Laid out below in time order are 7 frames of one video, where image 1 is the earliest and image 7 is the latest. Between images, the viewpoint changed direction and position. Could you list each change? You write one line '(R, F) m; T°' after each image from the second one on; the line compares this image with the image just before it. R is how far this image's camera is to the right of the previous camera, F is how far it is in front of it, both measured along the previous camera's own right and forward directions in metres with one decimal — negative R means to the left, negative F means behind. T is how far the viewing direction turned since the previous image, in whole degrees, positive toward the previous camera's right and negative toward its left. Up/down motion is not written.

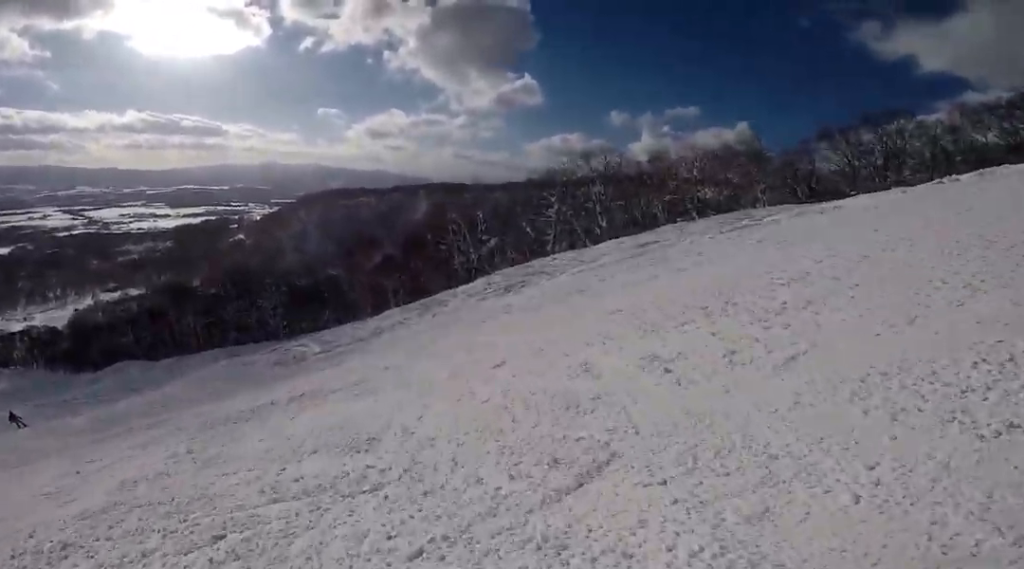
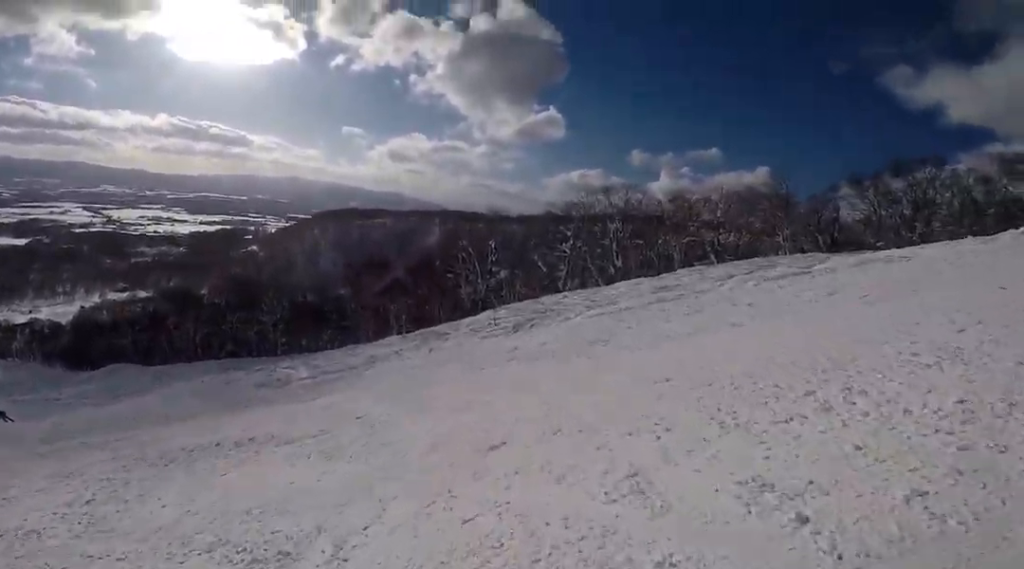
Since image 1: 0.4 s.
(+0.3, +1.8) m; -1°
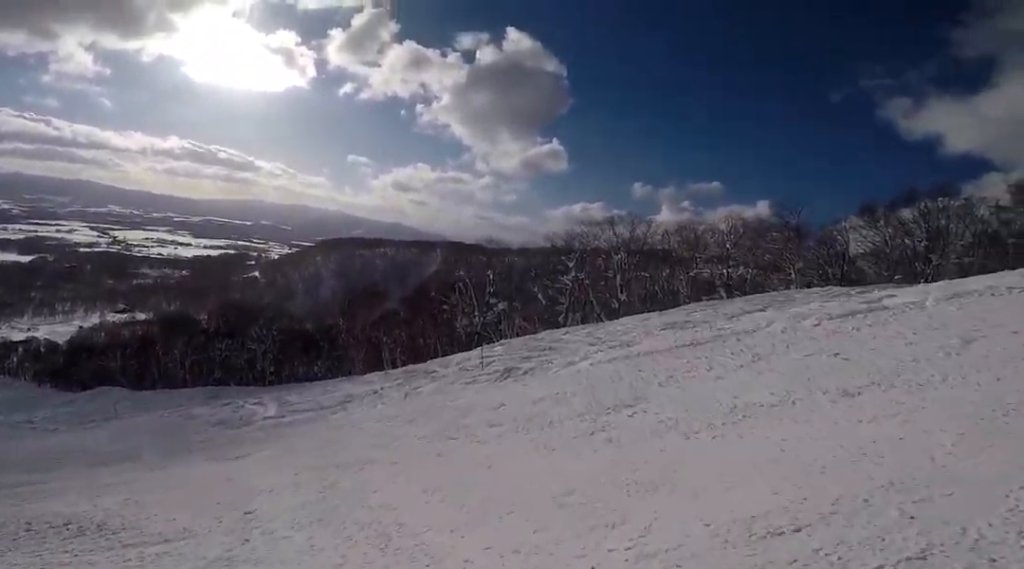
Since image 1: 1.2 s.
(-0.9, +3.0) m; -19°
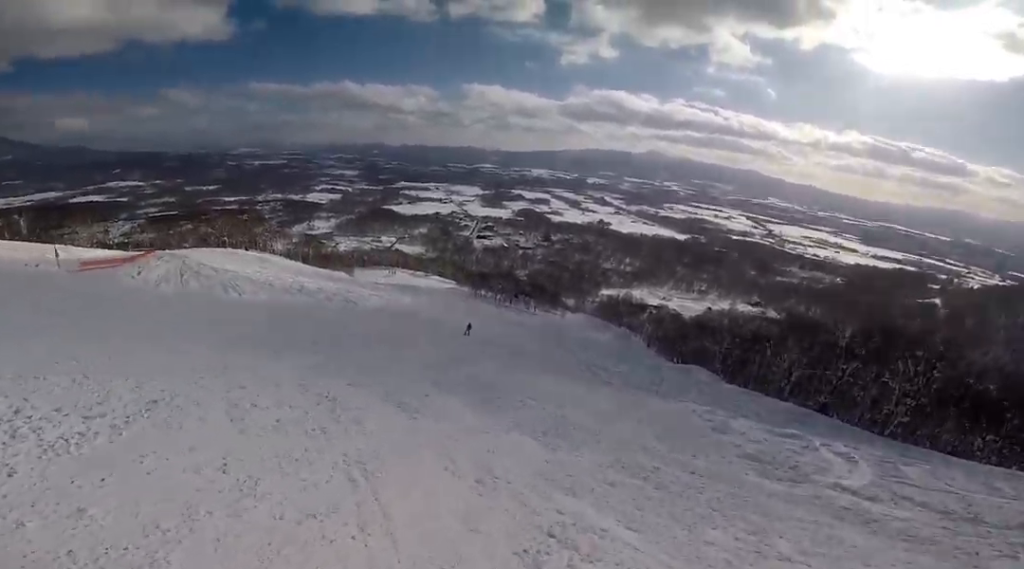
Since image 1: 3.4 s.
(-4.6, +7.2) m; -71°
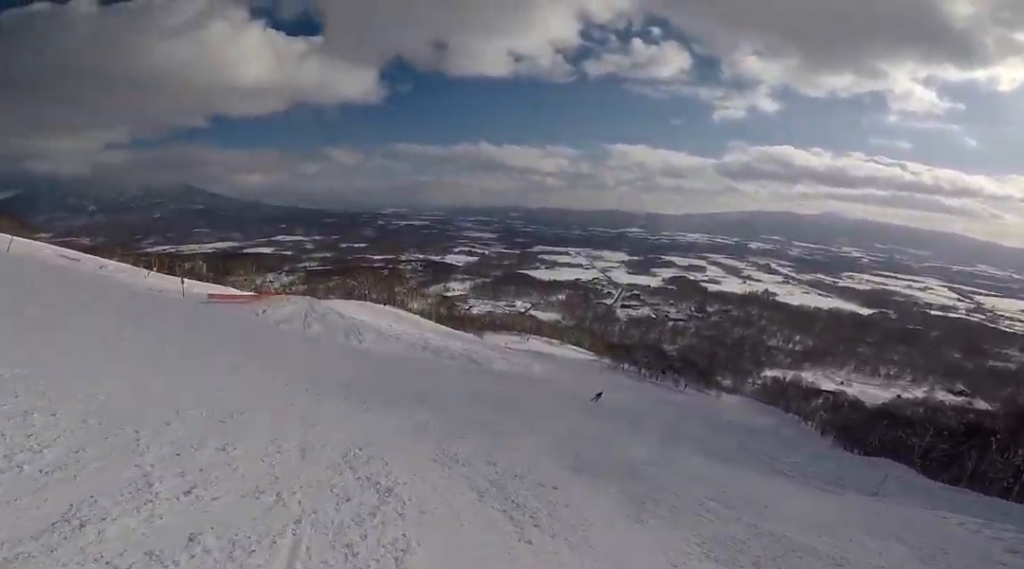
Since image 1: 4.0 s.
(-0.4, +3.1) m; -20°
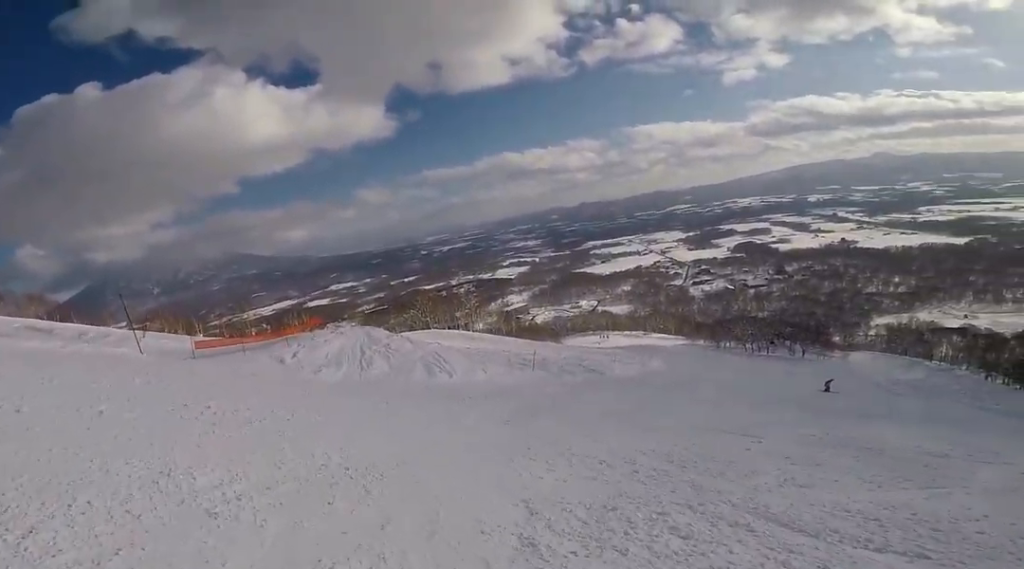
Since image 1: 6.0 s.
(-2.7, +8.6) m; -7°
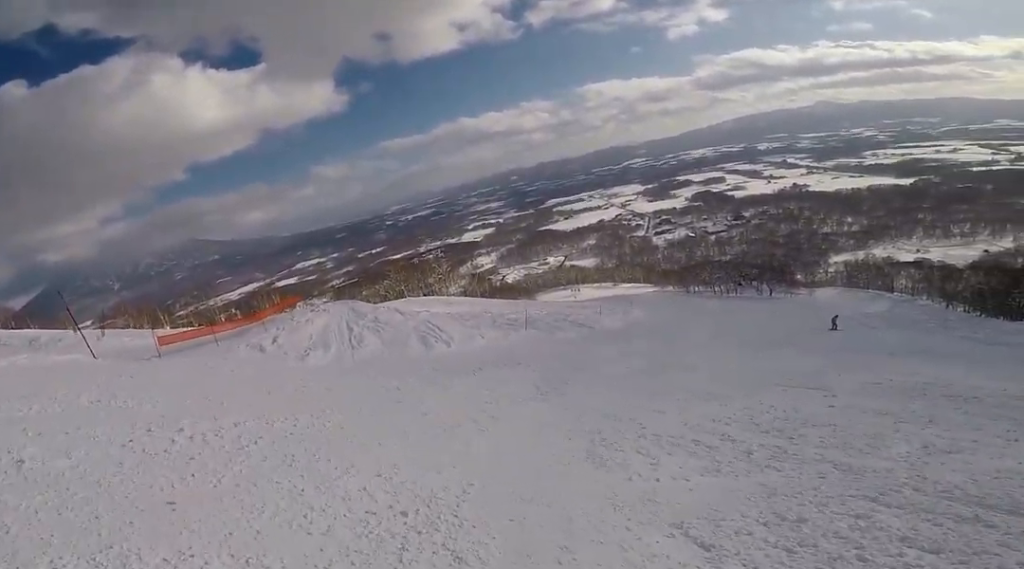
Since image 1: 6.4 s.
(+0.1, +2.0) m; +7°
